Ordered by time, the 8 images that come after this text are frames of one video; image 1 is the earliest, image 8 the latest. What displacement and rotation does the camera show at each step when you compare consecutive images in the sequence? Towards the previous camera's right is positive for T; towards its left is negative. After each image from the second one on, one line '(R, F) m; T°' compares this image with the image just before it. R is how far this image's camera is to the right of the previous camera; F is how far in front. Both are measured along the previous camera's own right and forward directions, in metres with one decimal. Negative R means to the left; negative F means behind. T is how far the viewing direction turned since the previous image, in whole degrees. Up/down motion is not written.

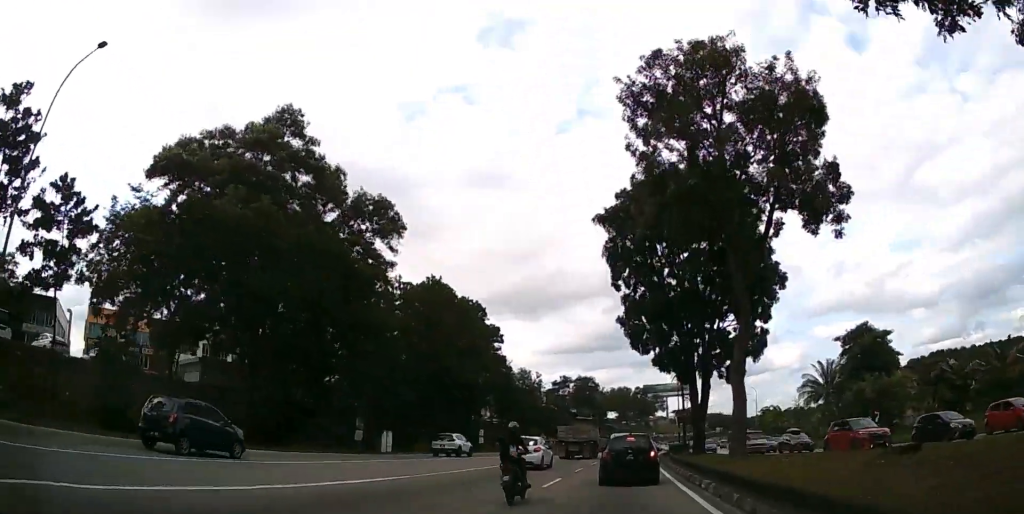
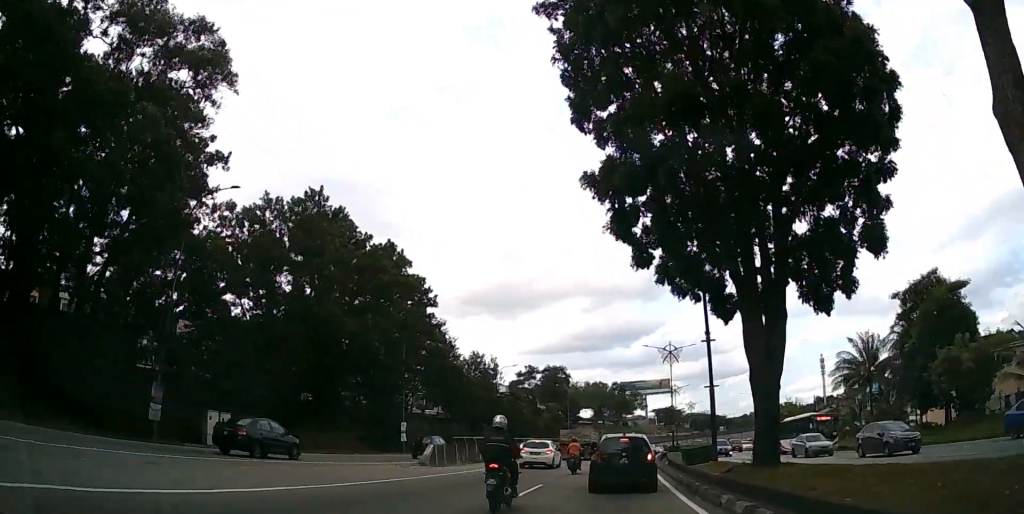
(+0.4, +20.0) m; +2°
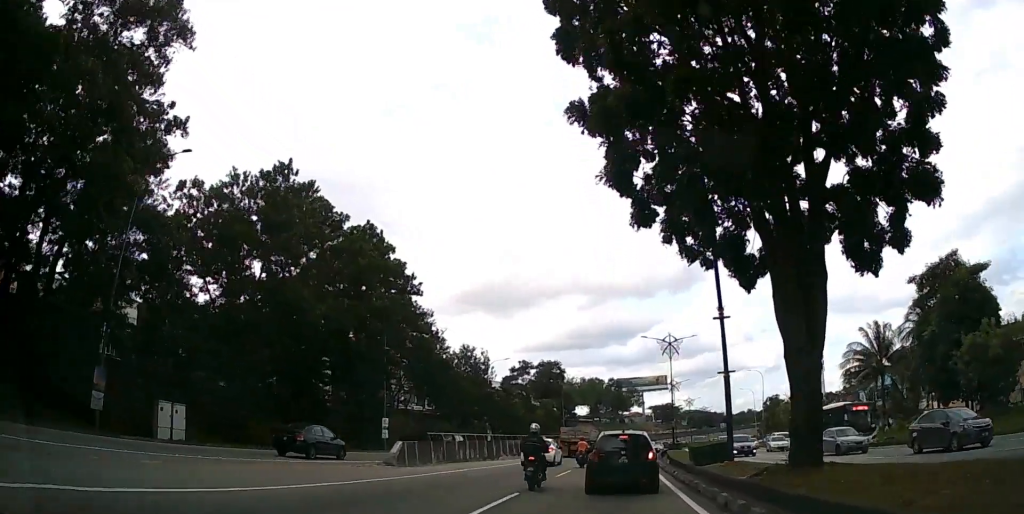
(0.0, +3.8) m; 0°
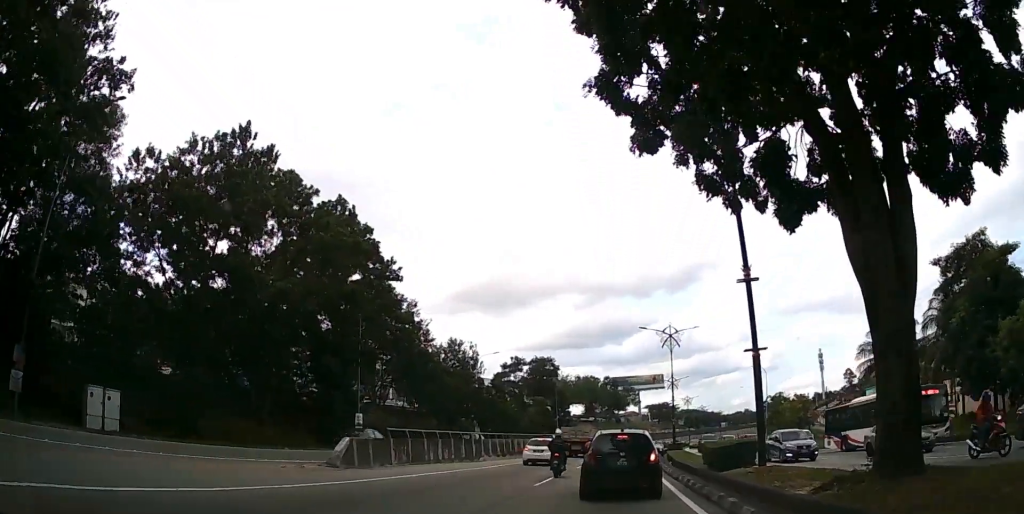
(0.0, +4.4) m; 0°
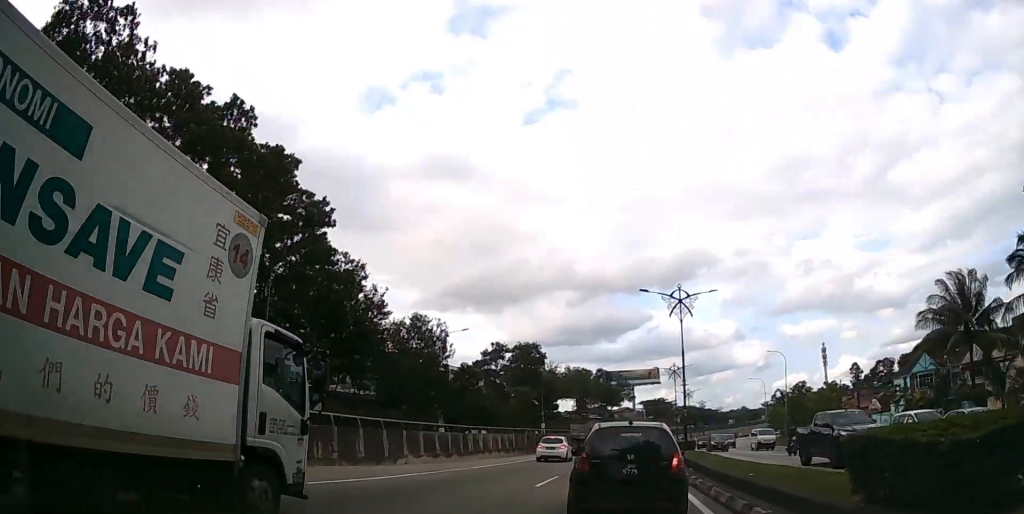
(+0.1, +13.5) m; +1°
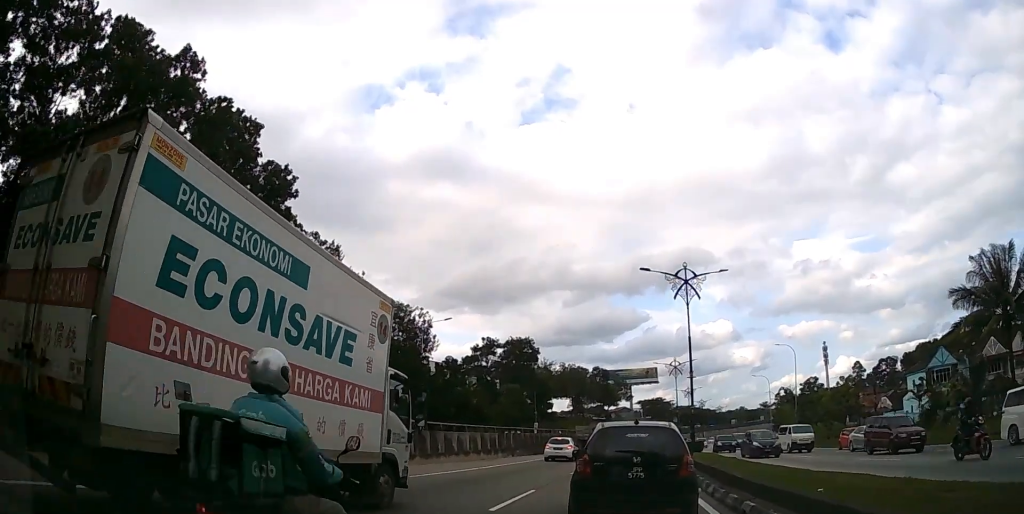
(0.0, +5.6) m; -1°
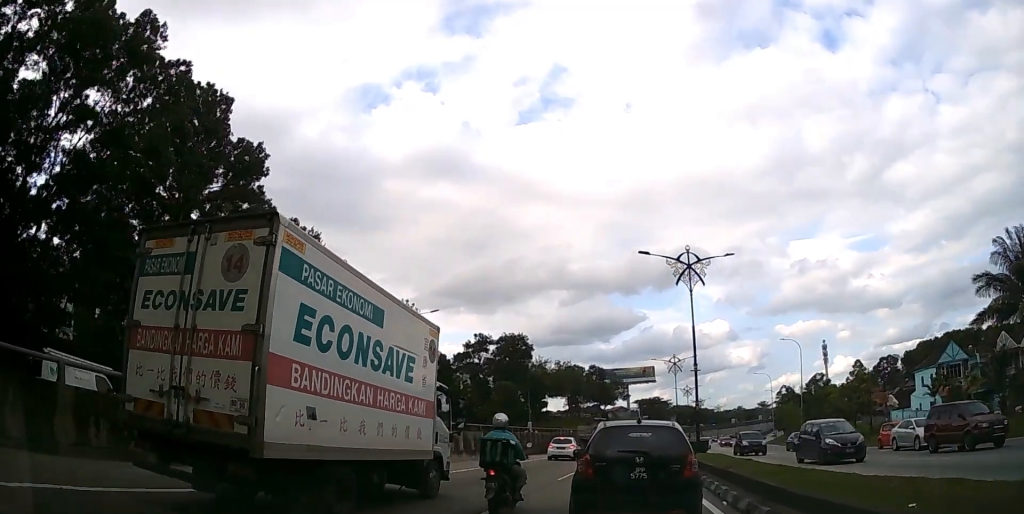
(-0.1, +3.2) m; +1°
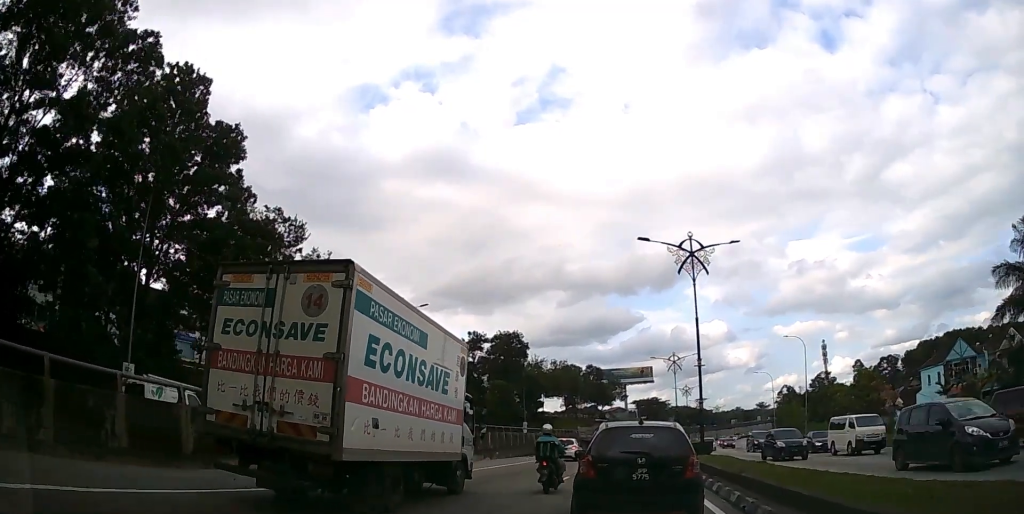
(0.0, +2.4) m; +1°
